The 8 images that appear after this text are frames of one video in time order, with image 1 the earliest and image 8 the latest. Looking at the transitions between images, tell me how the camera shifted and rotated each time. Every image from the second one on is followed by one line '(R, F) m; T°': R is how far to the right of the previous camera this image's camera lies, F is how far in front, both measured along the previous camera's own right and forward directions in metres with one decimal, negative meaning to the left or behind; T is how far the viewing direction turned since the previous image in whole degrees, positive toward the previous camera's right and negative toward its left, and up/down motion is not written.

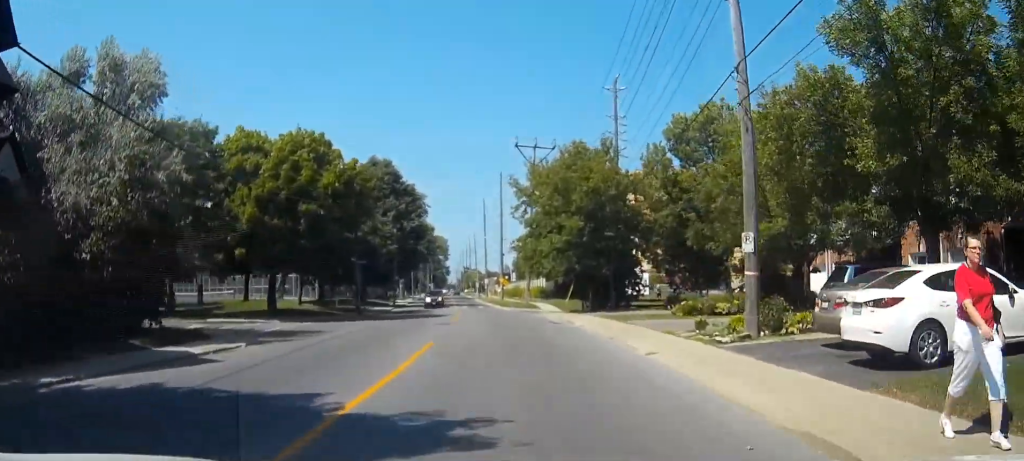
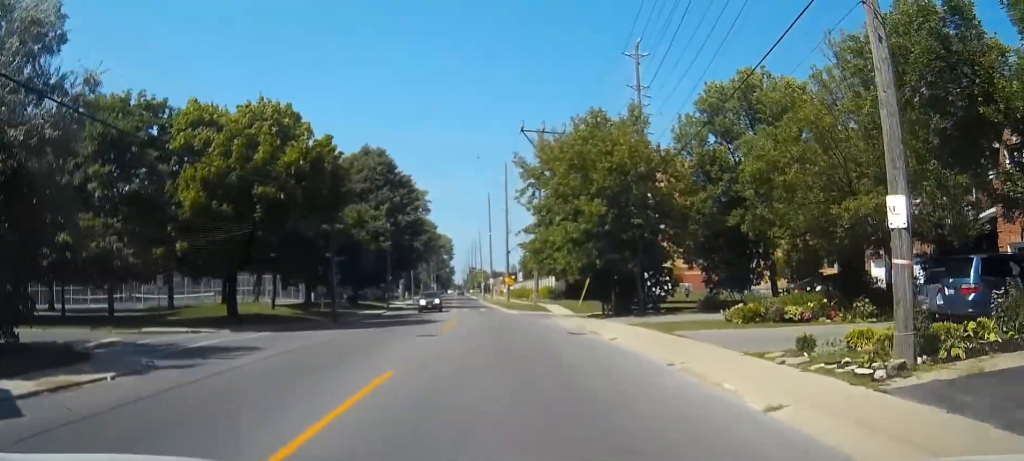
(-0.1, +7.3) m; 0°
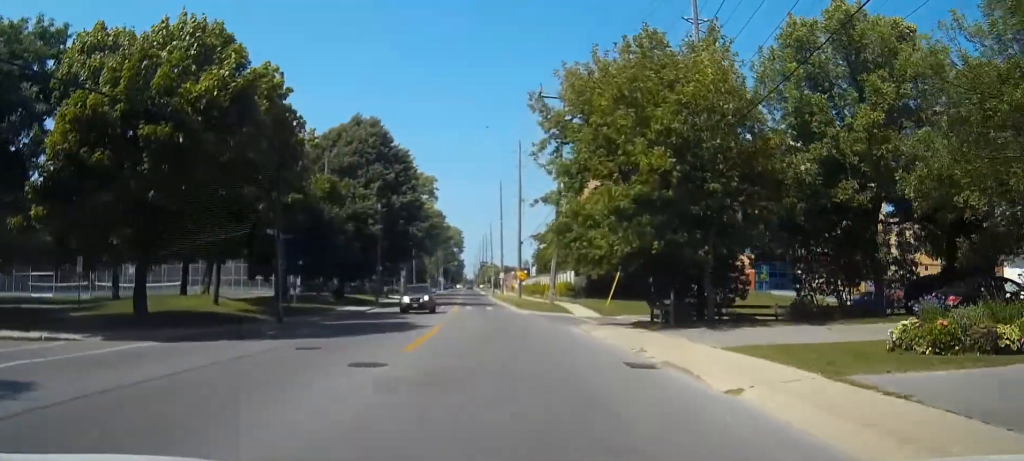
(0.0, +10.6) m; 0°
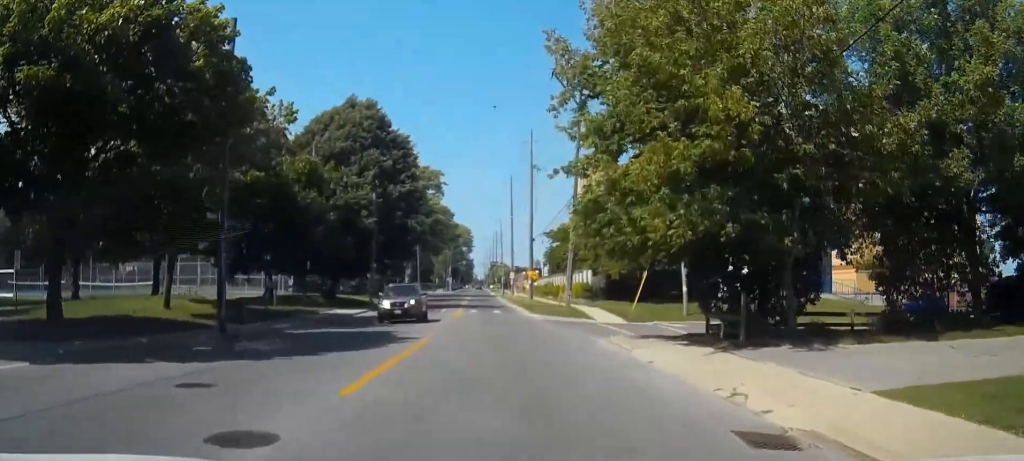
(0.0, +6.4) m; -1°
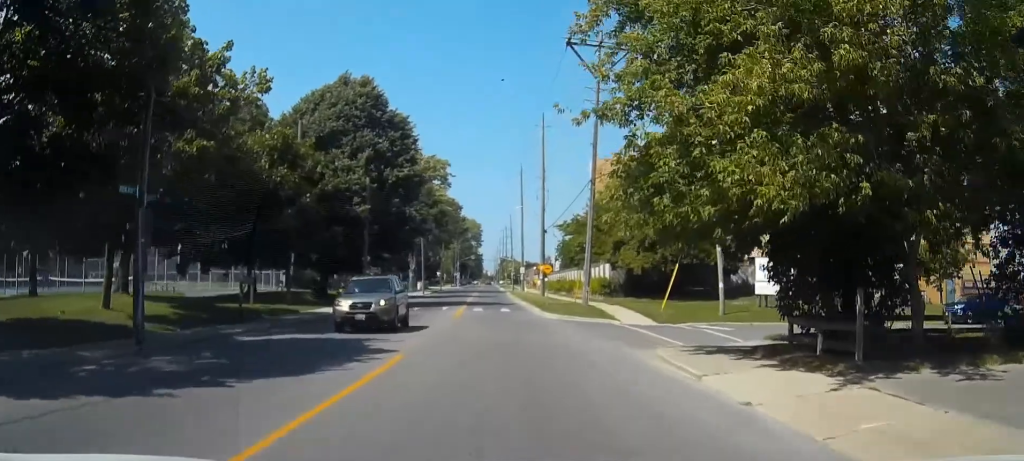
(0.0, +5.6) m; -1°
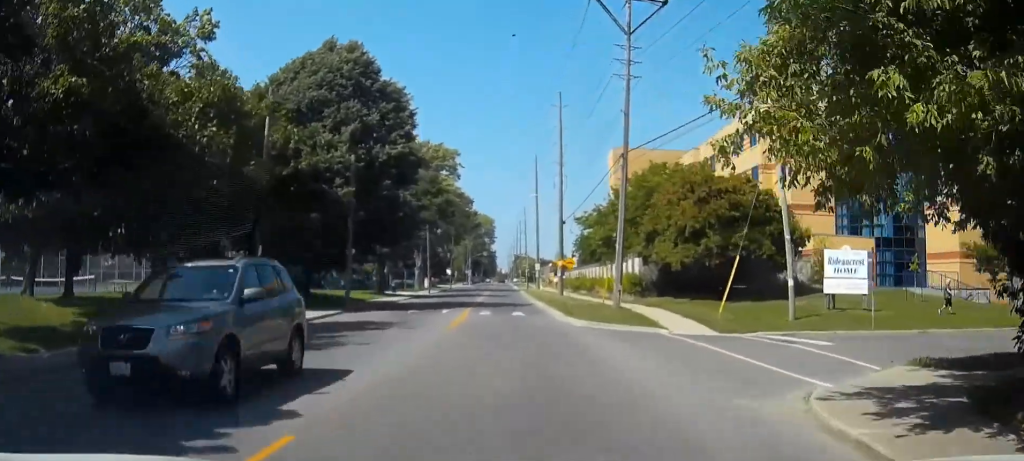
(-0.2, +7.9) m; -1°
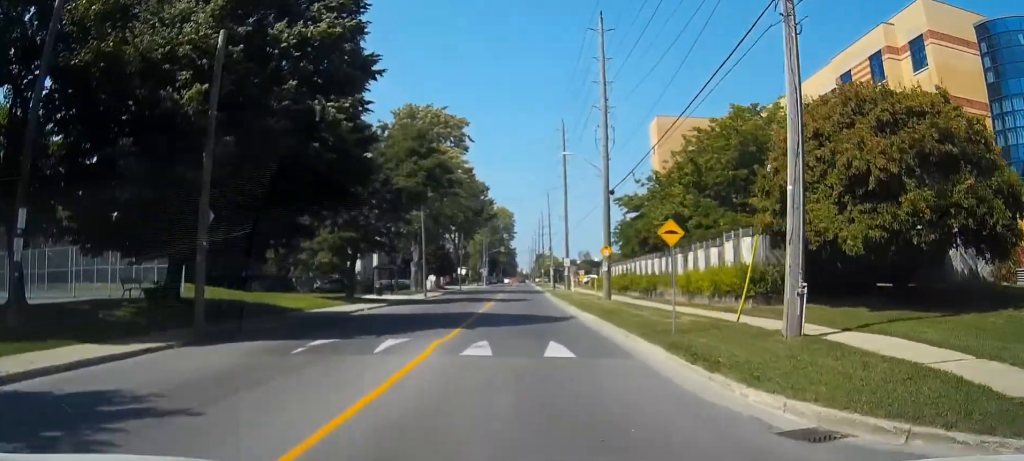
(-0.3, +20.2) m; -1°
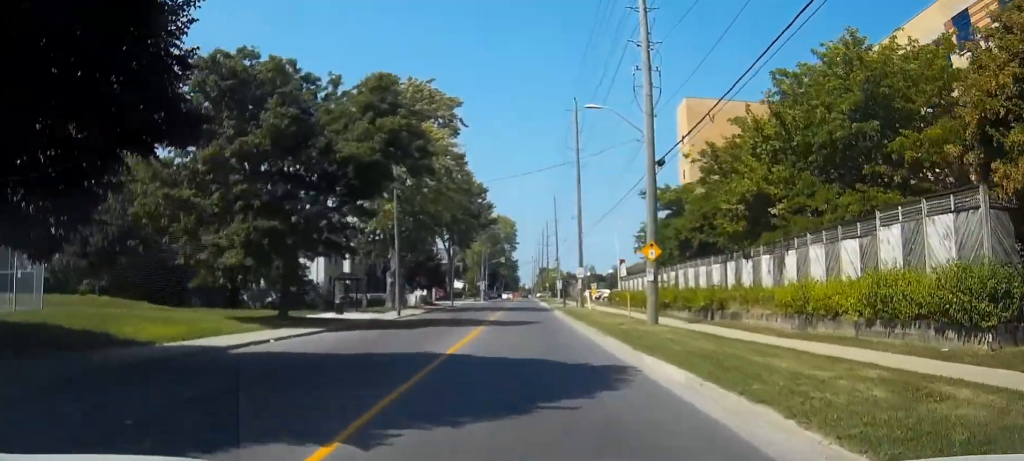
(0.0, +14.6) m; 0°
